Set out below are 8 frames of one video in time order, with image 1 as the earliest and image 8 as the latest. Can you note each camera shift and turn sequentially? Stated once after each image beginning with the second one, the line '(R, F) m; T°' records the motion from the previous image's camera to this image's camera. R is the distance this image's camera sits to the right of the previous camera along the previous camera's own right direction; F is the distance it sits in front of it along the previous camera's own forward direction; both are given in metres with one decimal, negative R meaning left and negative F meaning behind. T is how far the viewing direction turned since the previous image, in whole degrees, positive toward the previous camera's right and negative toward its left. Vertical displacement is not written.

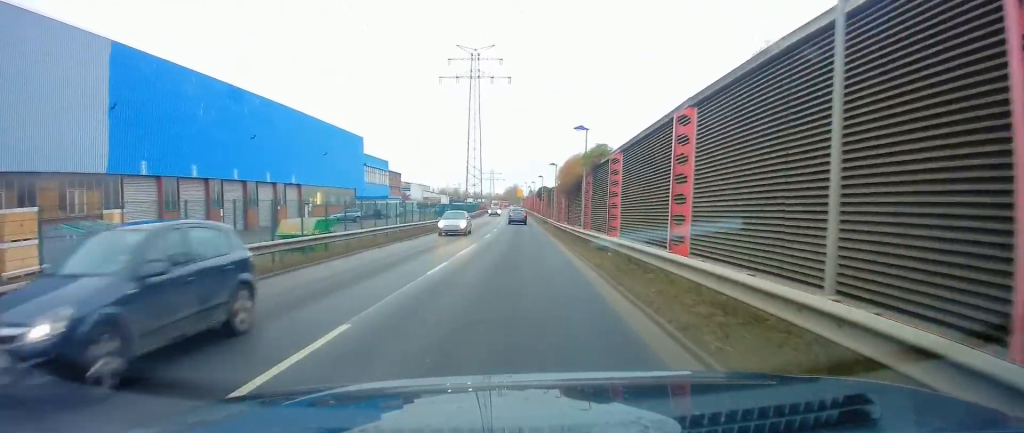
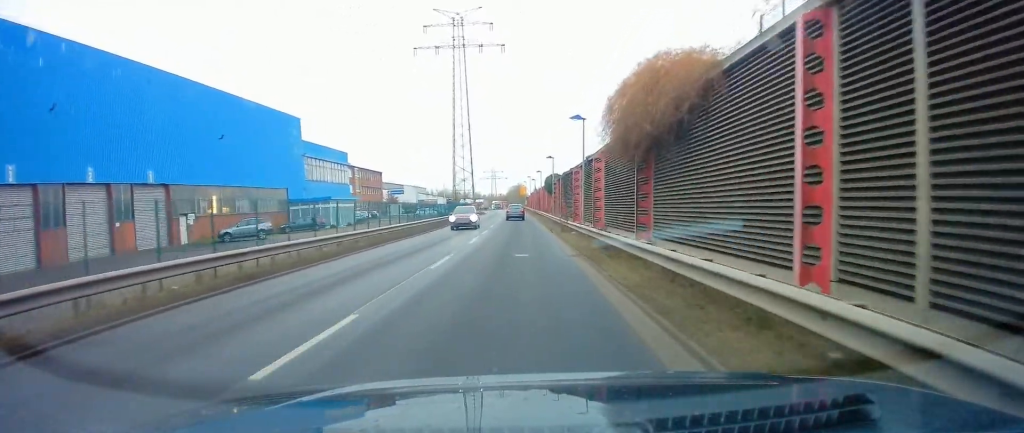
(0.0, +26.6) m; 0°
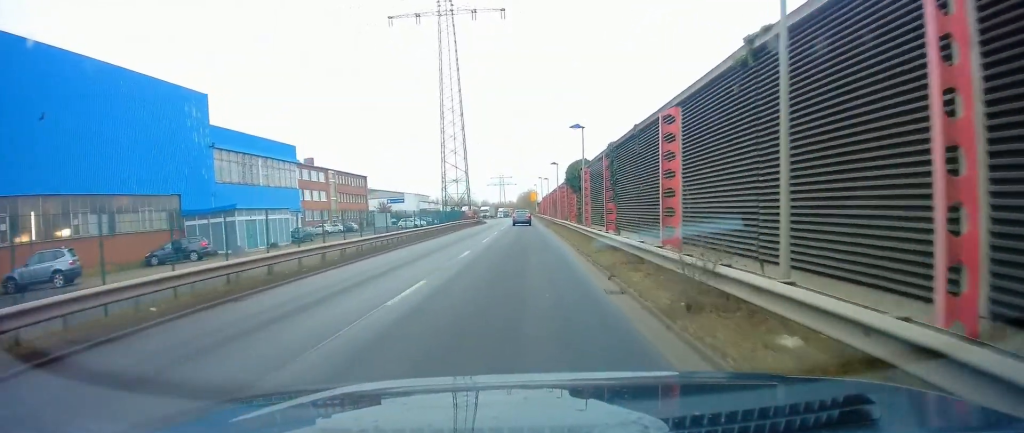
(-0.2, +22.7) m; -1°
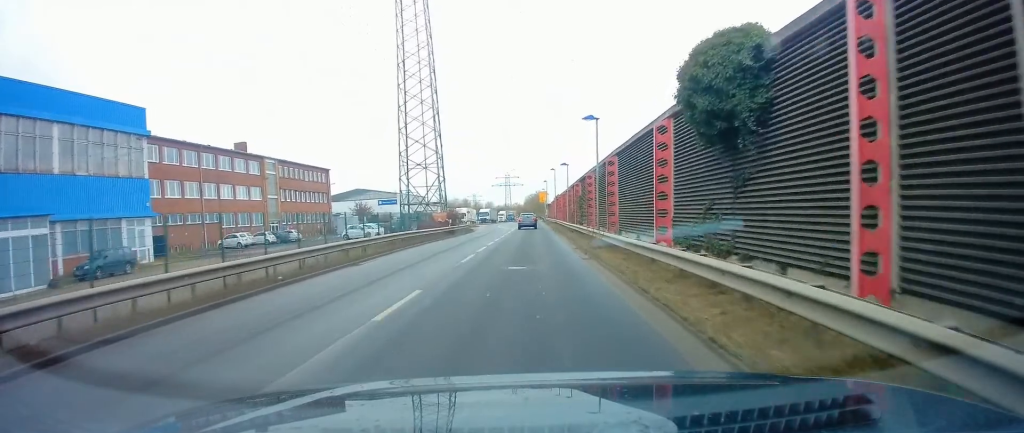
(-0.3, +28.4) m; -2°
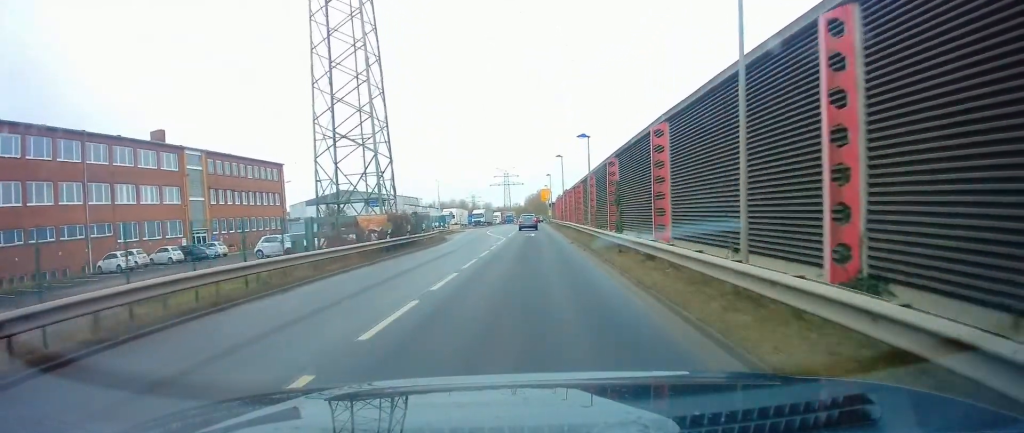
(-0.2, +19.2) m; 0°
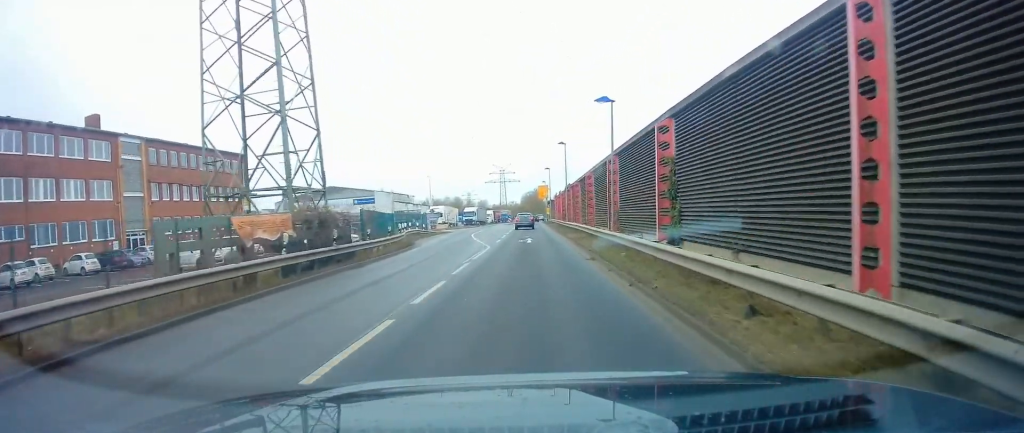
(+0.1, +10.7) m; 0°
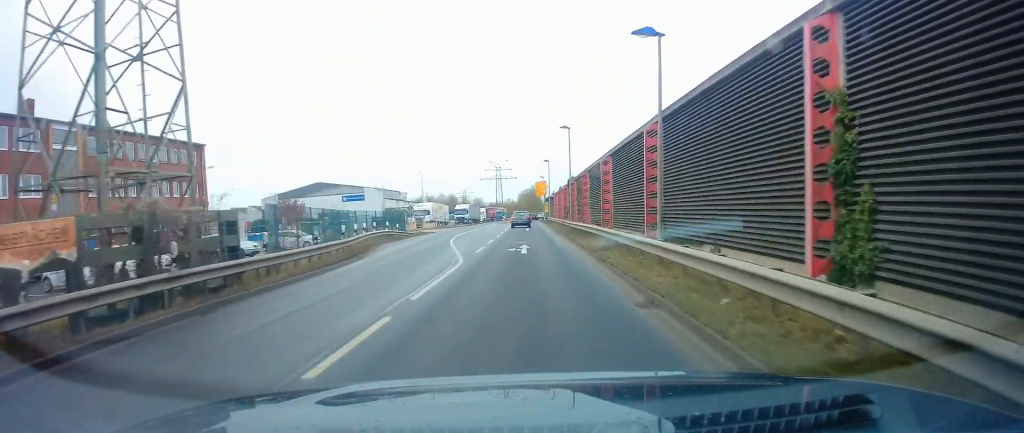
(0.0, +8.9) m; 0°
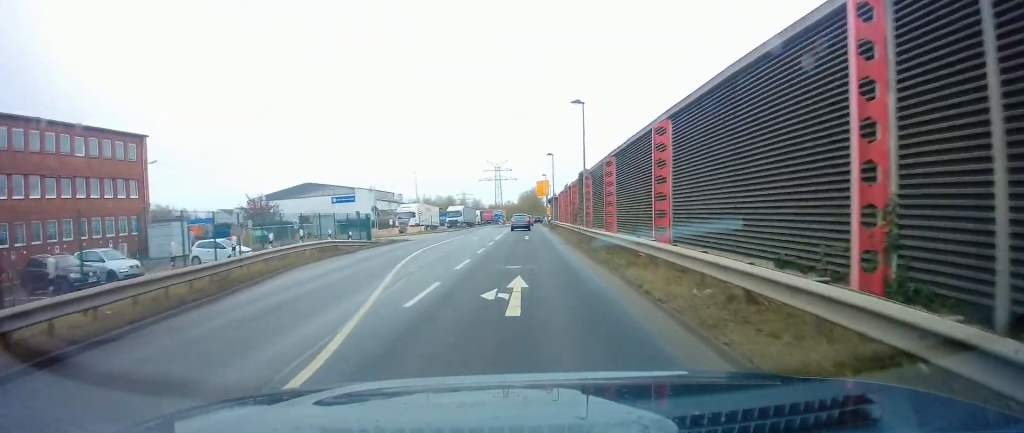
(0.0, +11.2) m; 0°
